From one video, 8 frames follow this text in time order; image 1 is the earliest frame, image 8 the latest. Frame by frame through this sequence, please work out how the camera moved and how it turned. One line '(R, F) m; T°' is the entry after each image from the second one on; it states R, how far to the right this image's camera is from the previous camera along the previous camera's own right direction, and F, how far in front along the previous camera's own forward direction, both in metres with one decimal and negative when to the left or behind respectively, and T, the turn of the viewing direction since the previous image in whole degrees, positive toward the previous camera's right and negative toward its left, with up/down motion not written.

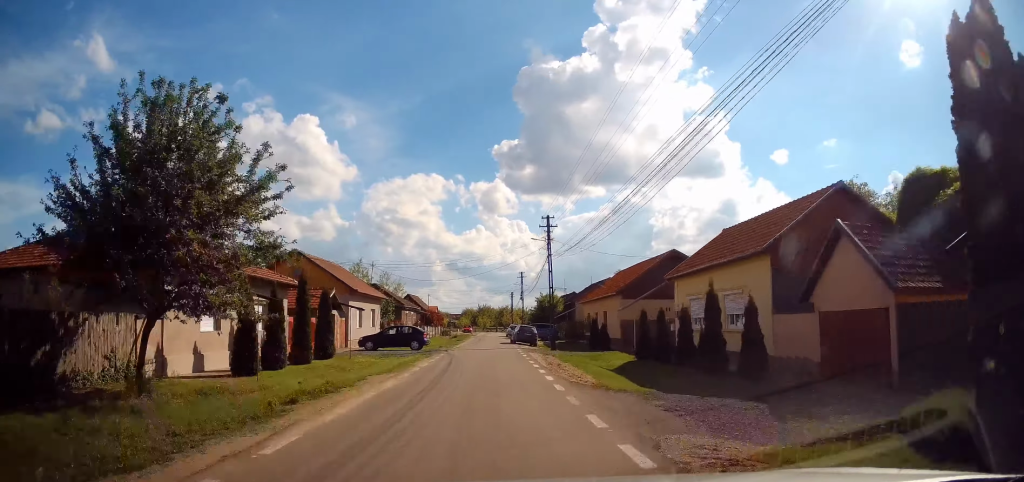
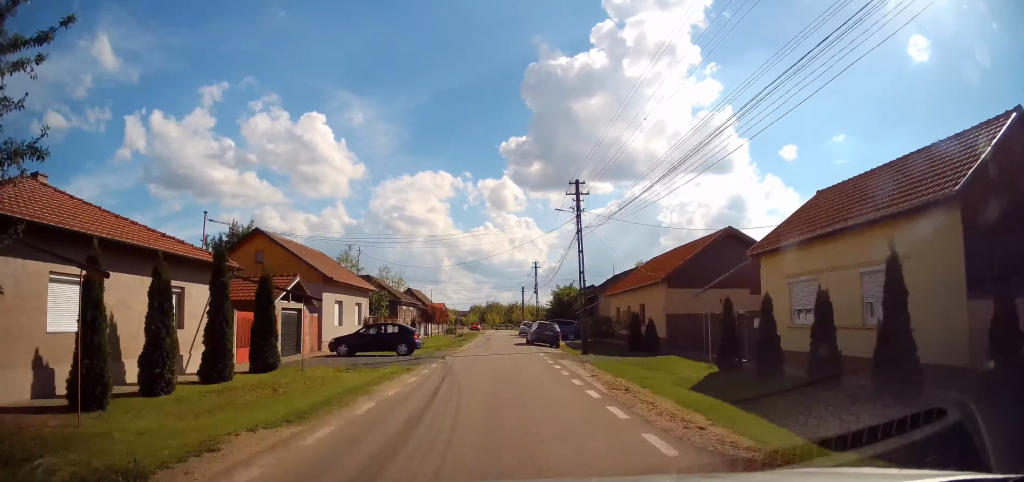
(-0.2, +7.8) m; 0°
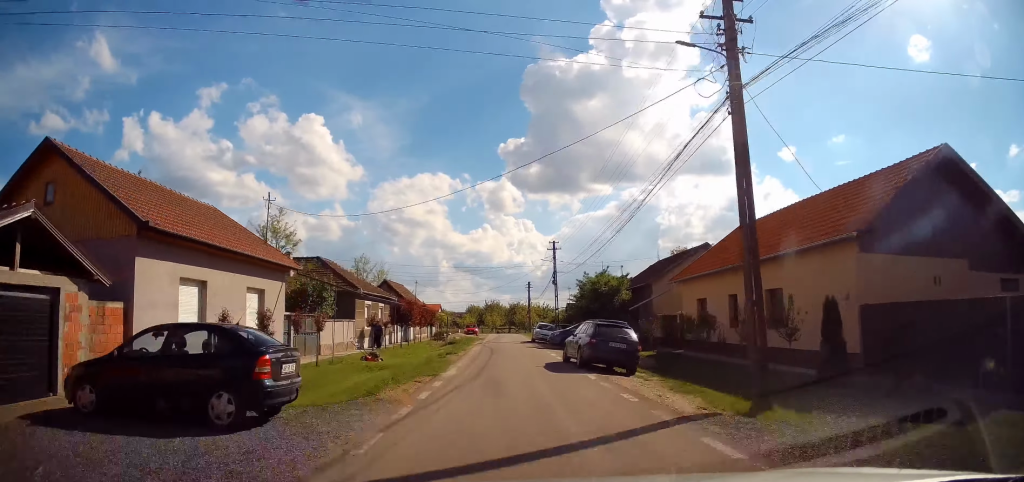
(+0.2, +16.5) m; 0°
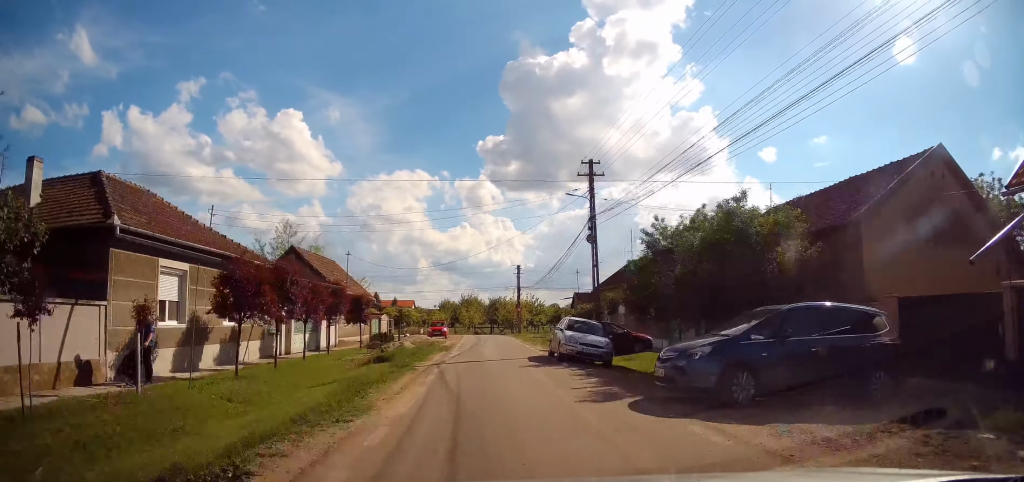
(+0.4, +22.0) m; +2°
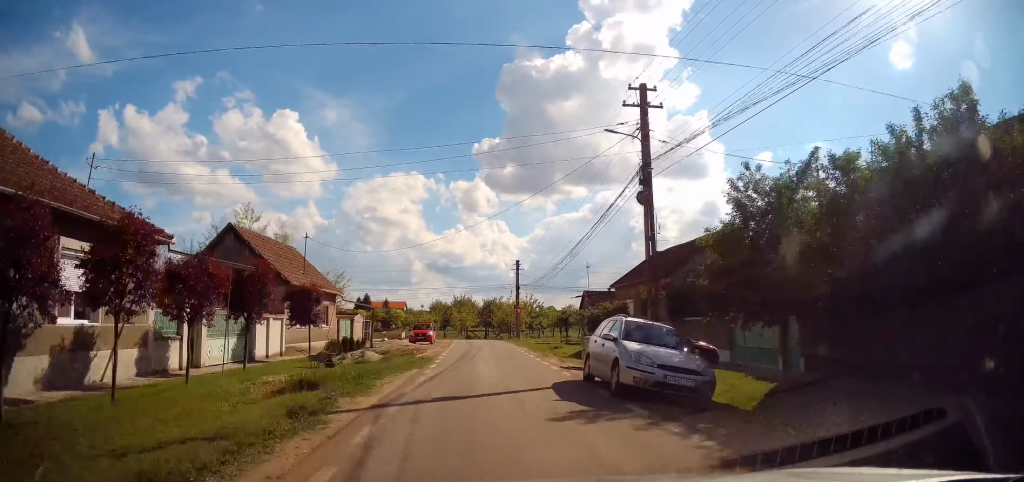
(+0.1, +8.0) m; 0°
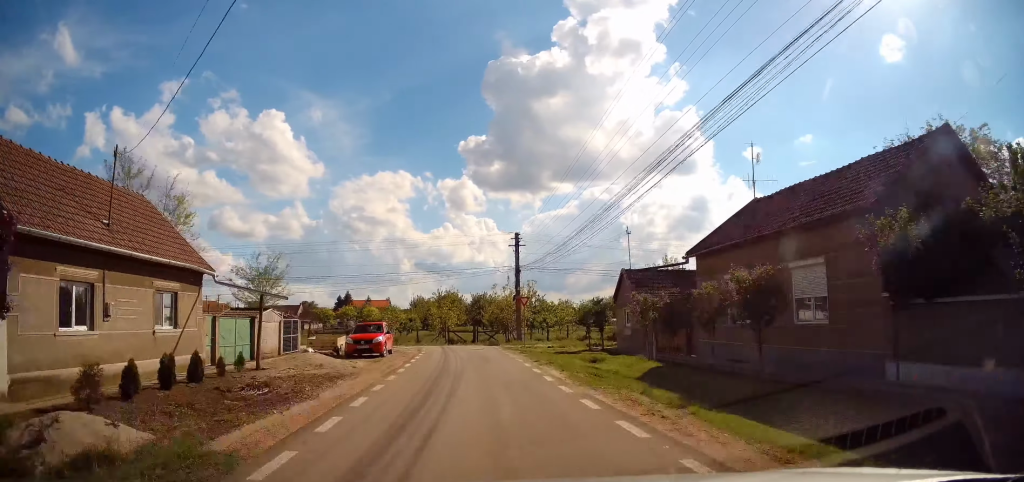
(-0.3, +15.5) m; 0°
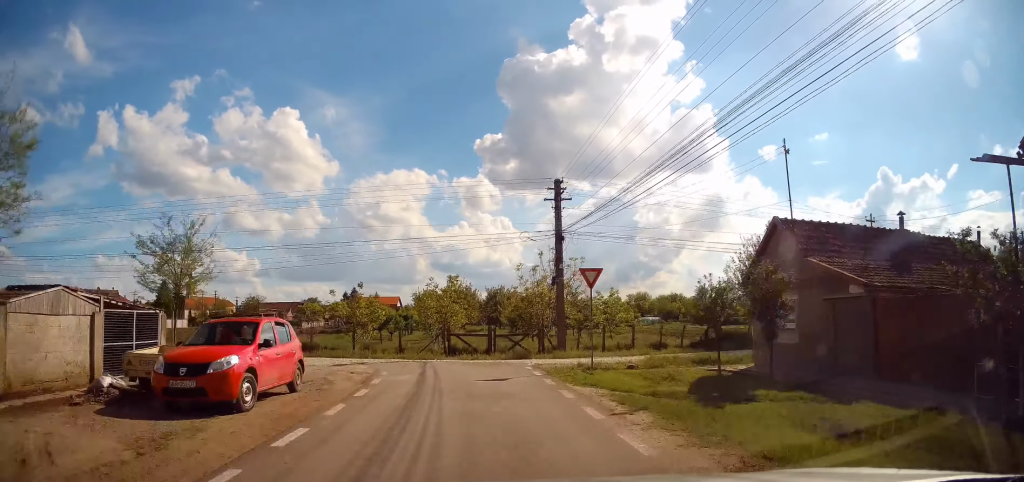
(+0.3, +14.8) m; +2°
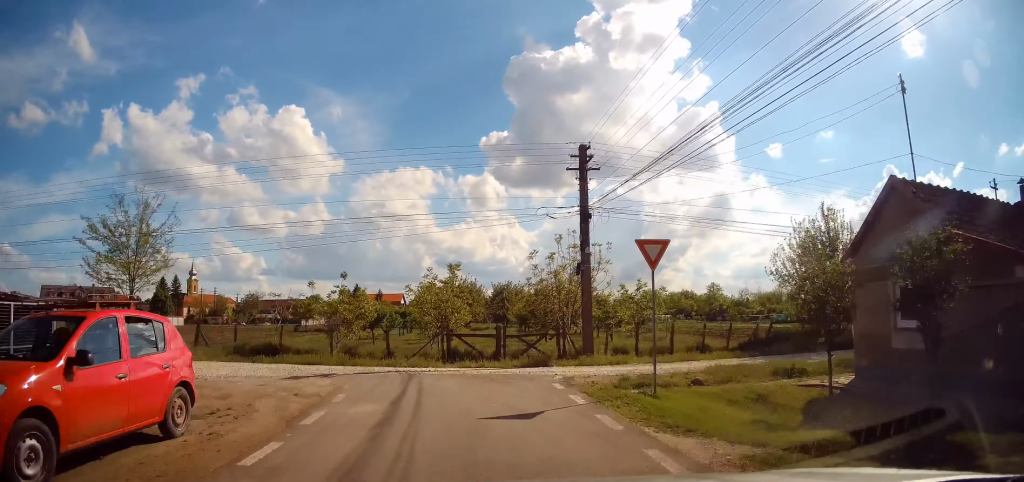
(0.0, +4.8) m; 0°
